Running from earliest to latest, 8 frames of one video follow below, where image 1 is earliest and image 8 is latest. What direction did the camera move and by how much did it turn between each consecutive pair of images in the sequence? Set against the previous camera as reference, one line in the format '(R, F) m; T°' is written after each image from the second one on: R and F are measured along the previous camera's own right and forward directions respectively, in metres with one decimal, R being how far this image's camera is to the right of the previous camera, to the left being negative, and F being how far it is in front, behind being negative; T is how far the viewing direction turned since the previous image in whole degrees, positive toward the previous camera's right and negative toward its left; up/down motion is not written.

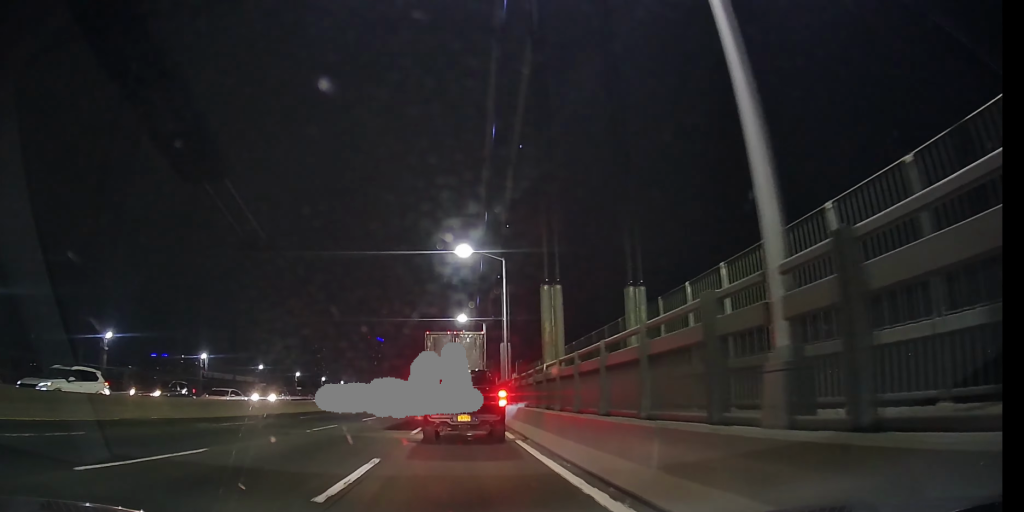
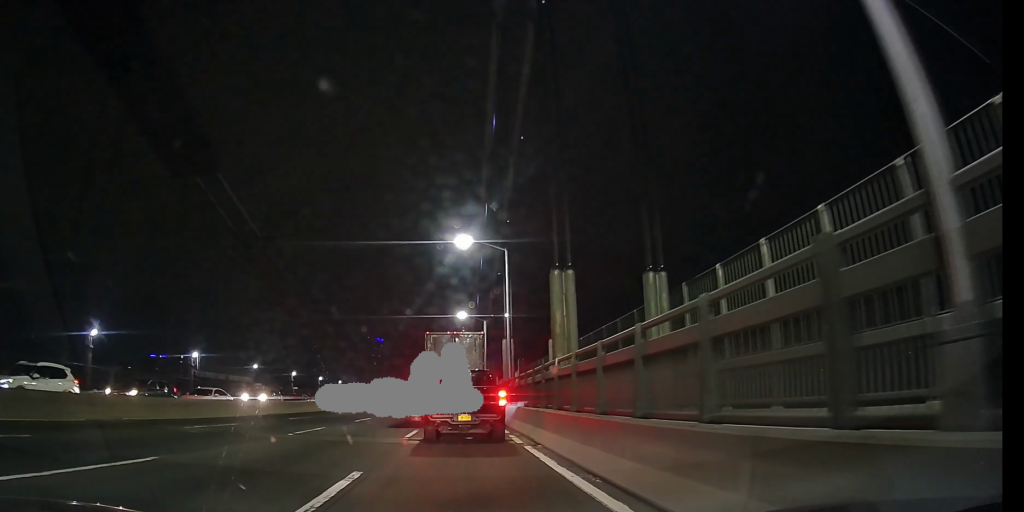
(0.0, +2.3) m; -1°
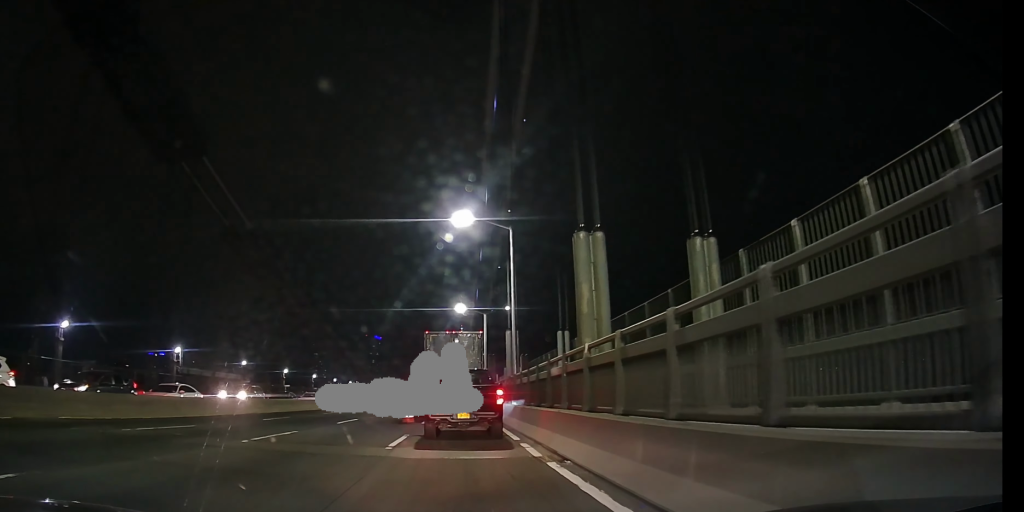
(-0.1, +4.0) m; 0°
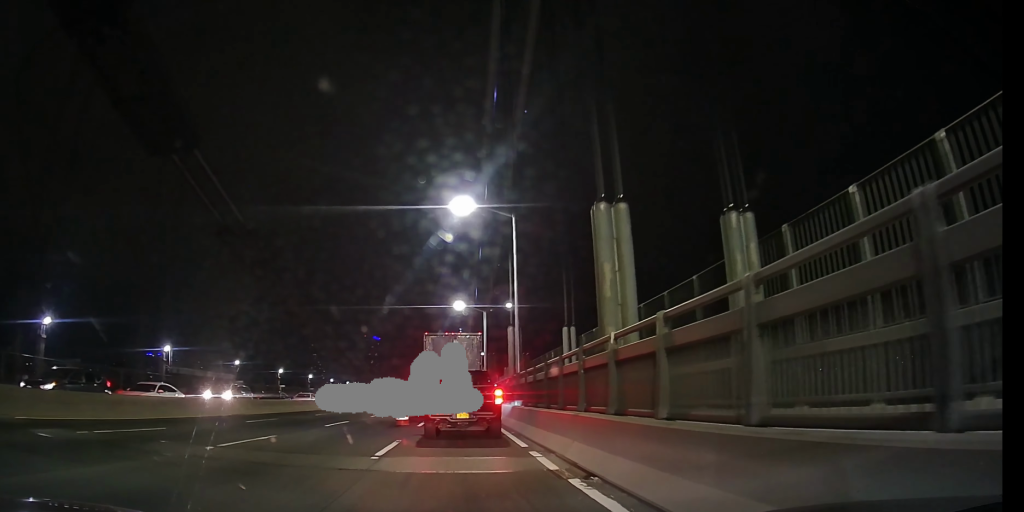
(0.0, +2.1) m; +1°
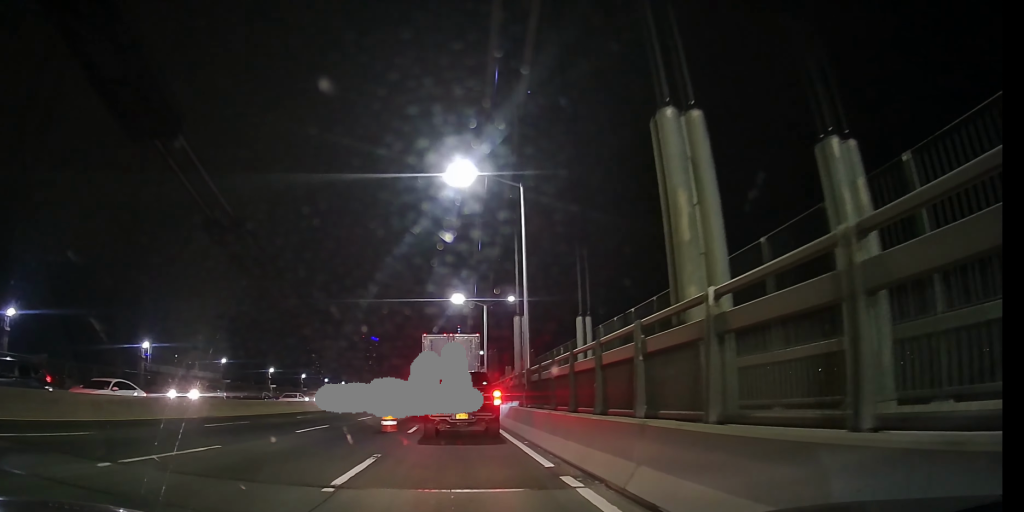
(+0.1, +3.6) m; +1°
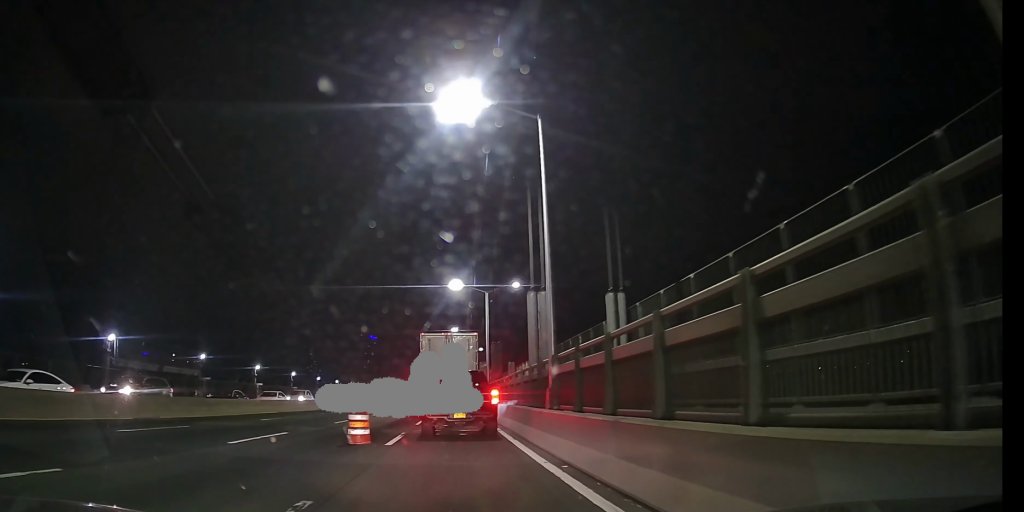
(0.0, +5.0) m; -2°
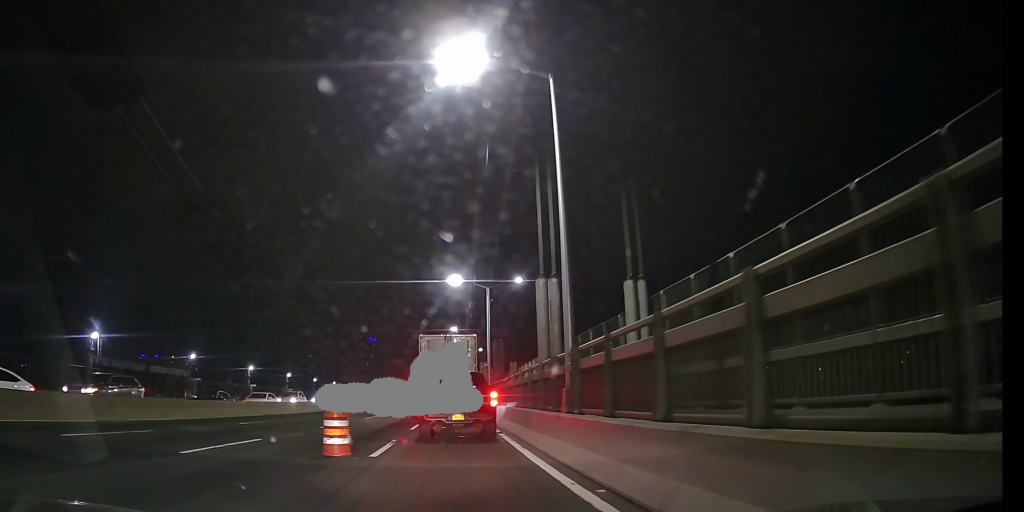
(0.0, +2.4) m; -1°
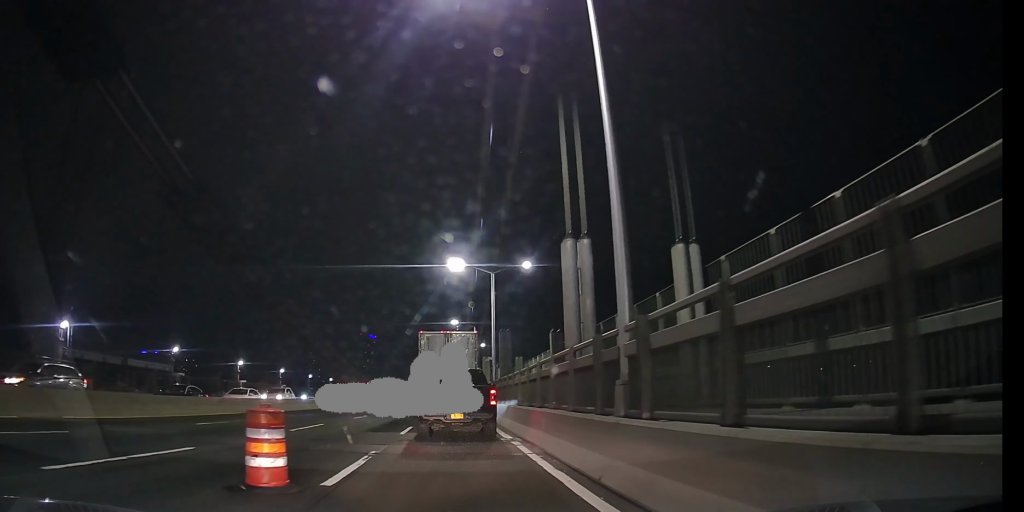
(-0.2, +4.2) m; +3°
